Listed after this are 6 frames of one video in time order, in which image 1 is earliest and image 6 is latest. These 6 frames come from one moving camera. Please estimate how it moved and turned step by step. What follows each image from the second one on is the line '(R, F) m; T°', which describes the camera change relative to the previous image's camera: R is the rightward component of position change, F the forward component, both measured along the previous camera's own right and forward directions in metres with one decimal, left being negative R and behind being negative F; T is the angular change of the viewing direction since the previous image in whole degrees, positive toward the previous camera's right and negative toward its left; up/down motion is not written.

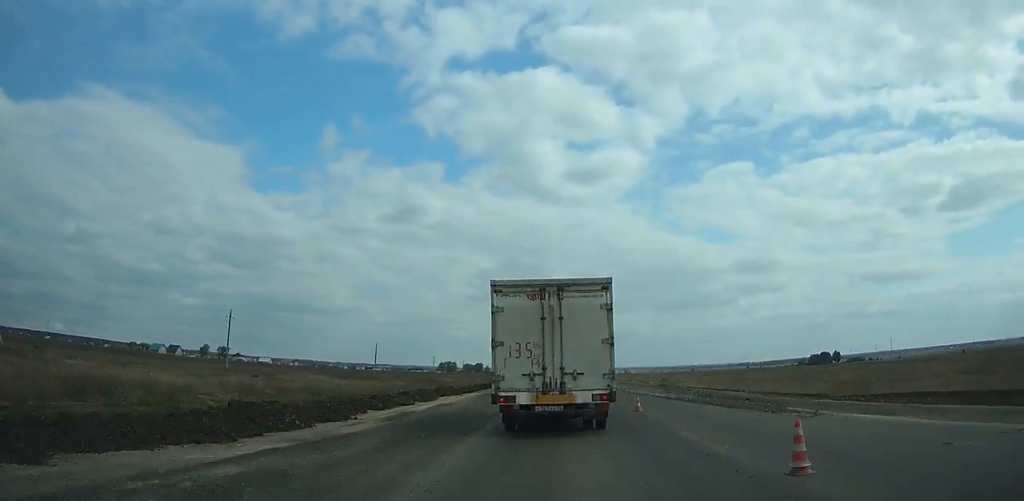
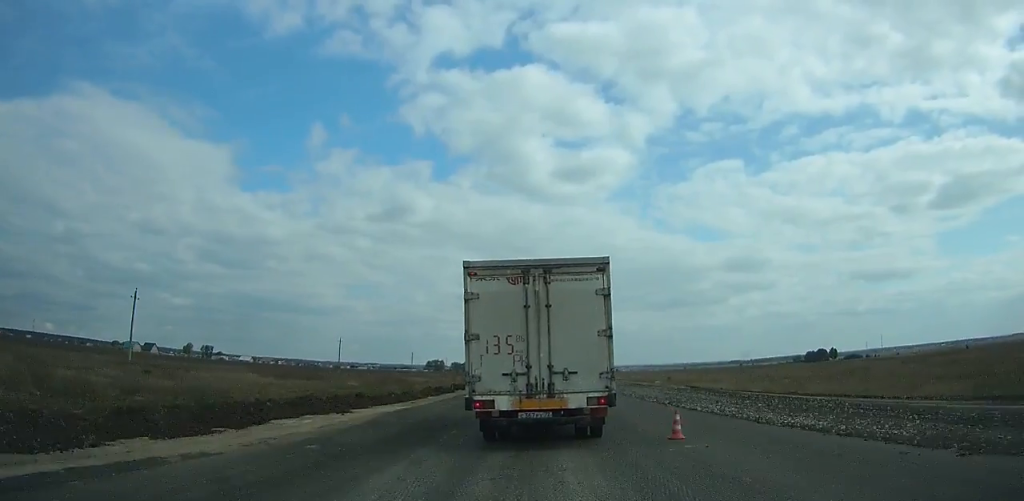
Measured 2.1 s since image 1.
(0.0, +19.1) m; 0°
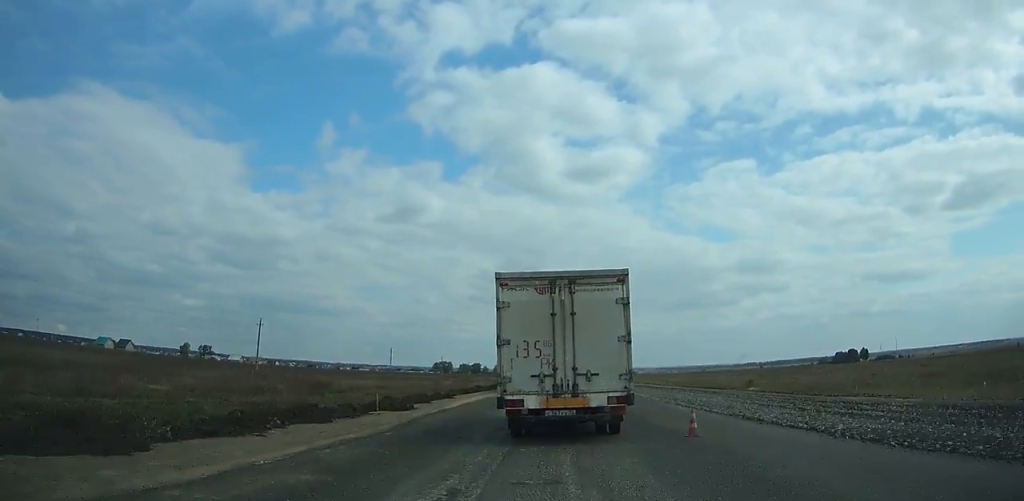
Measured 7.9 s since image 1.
(-0.1, +48.7) m; 0°
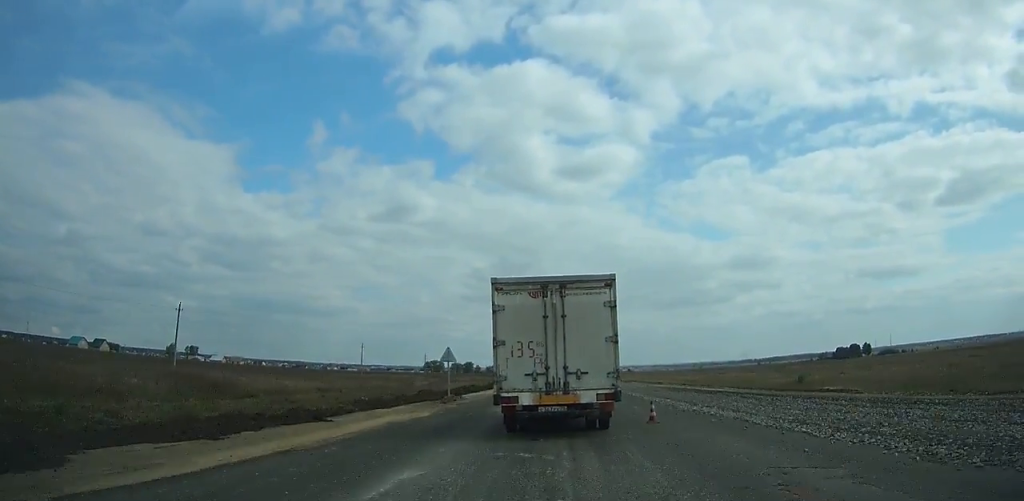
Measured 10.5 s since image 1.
(+0.2, +20.7) m; 0°
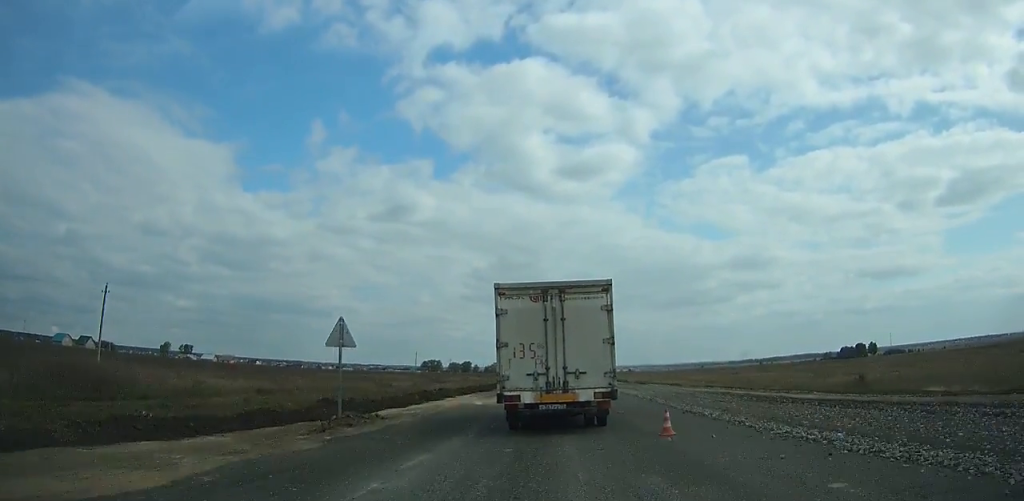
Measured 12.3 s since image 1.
(0.0, +14.3) m; 0°
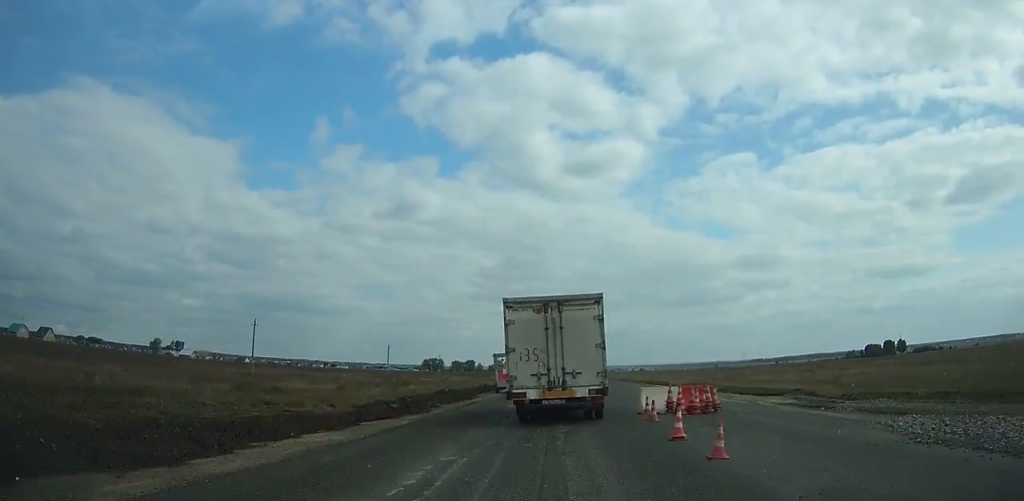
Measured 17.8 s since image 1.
(-0.4, +44.8) m; 0°
